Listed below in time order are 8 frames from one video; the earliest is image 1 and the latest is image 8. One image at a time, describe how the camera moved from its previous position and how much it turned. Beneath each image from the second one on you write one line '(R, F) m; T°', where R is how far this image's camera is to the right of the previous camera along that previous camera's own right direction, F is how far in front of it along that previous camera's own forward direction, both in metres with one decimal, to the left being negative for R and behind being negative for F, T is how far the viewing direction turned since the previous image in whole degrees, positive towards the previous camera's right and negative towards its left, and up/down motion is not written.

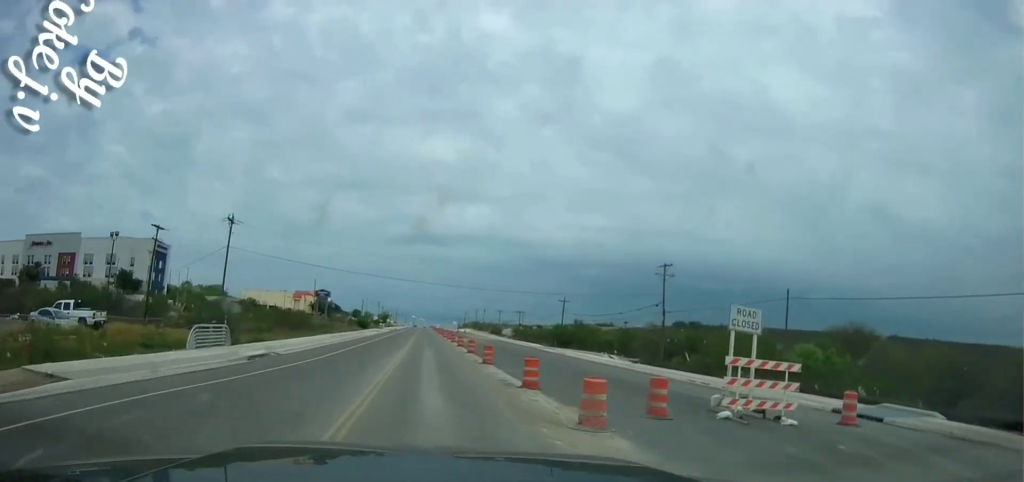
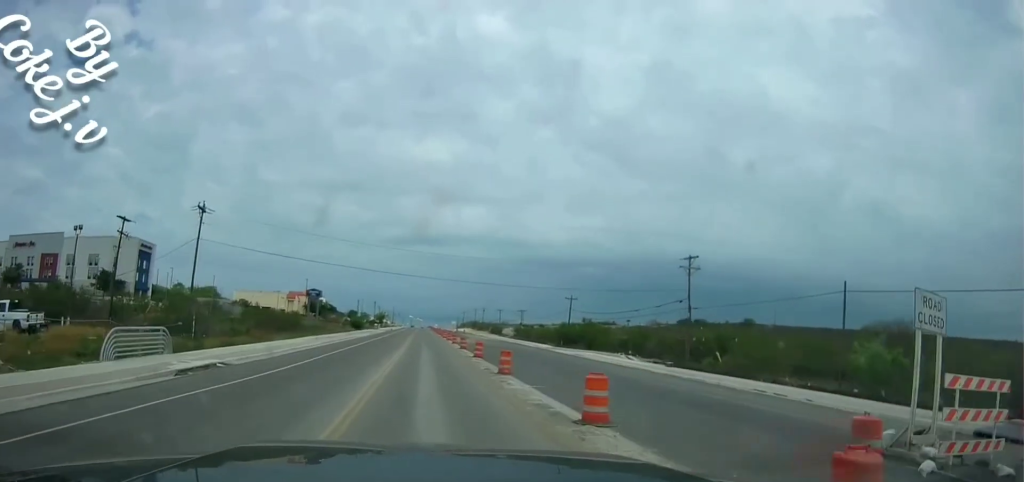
(+0.1, +7.6) m; +1°
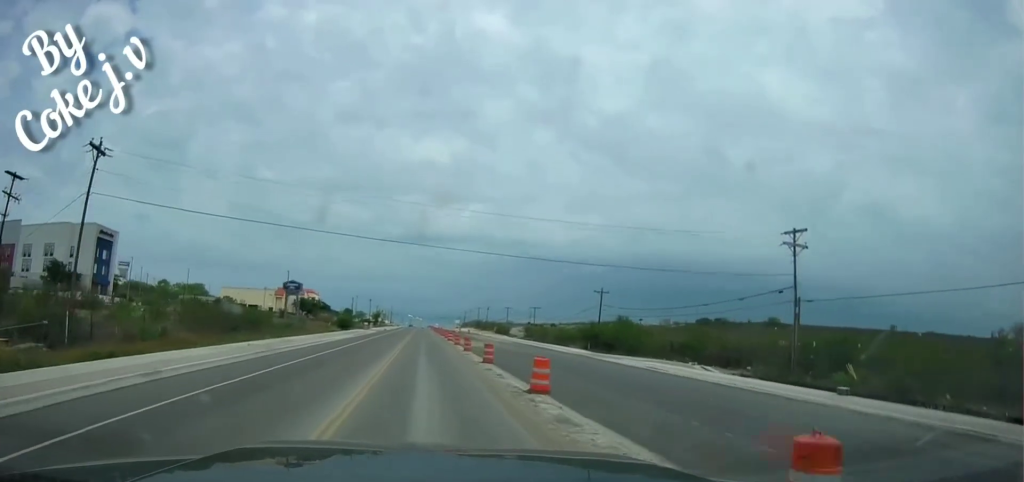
(0.0, +19.3) m; -2°
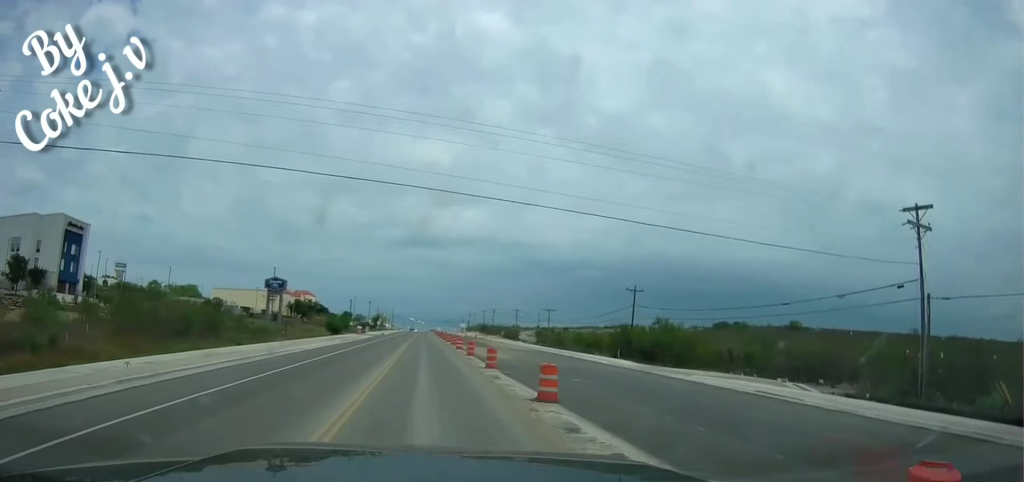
(-0.4, +12.9) m; 0°
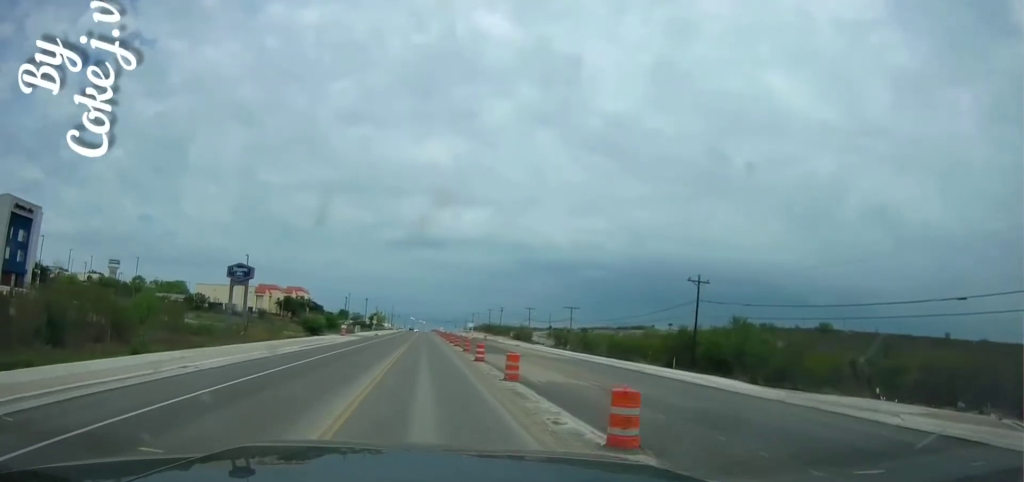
(+0.3, +17.7) m; +1°
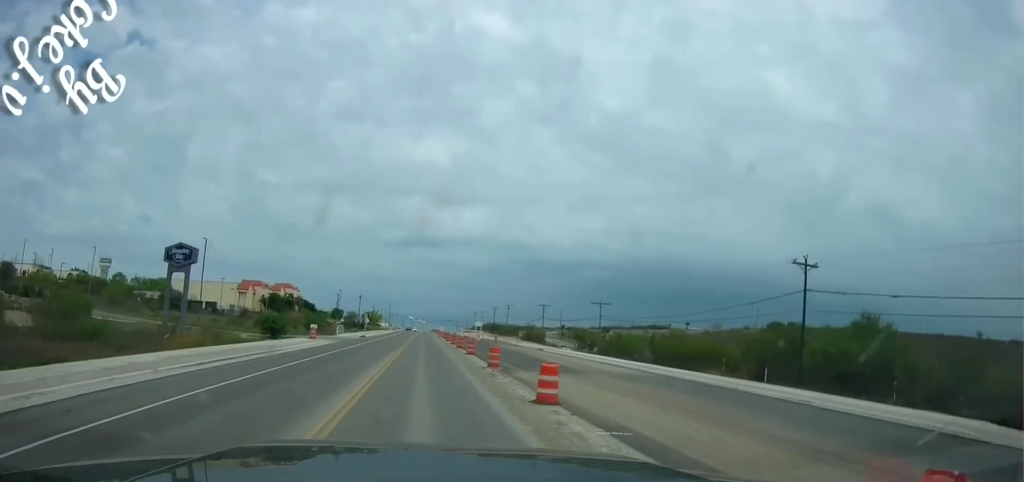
(+0.1, +18.4) m; 0°
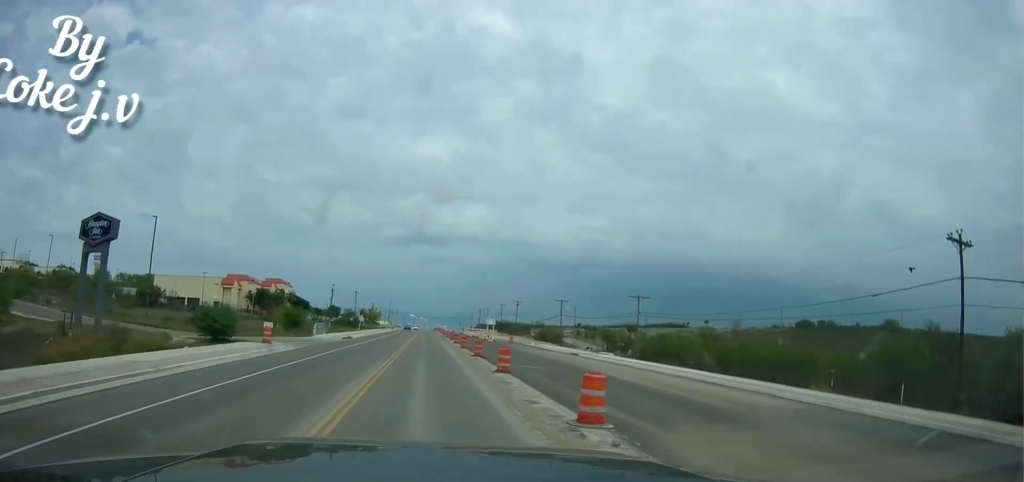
(0.0, +15.7) m; 0°
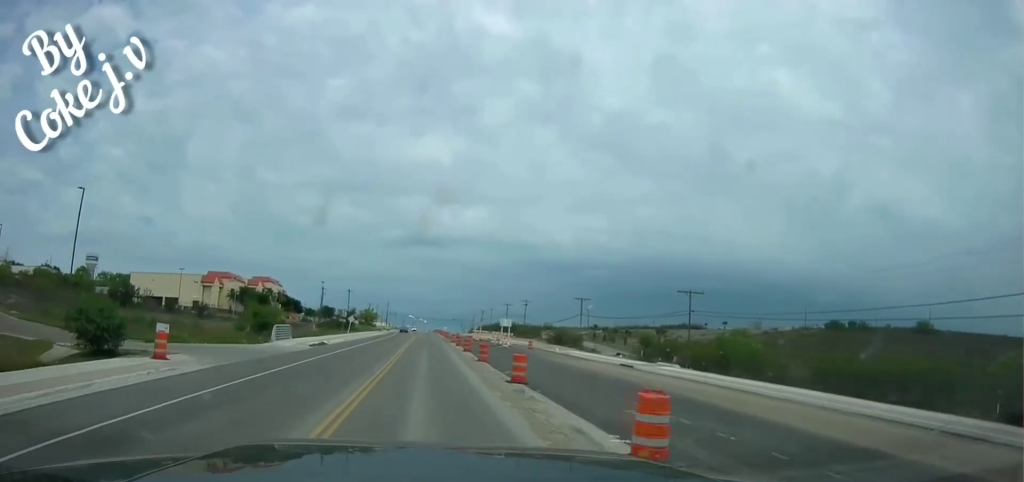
(0.0, +14.7) m; 0°
